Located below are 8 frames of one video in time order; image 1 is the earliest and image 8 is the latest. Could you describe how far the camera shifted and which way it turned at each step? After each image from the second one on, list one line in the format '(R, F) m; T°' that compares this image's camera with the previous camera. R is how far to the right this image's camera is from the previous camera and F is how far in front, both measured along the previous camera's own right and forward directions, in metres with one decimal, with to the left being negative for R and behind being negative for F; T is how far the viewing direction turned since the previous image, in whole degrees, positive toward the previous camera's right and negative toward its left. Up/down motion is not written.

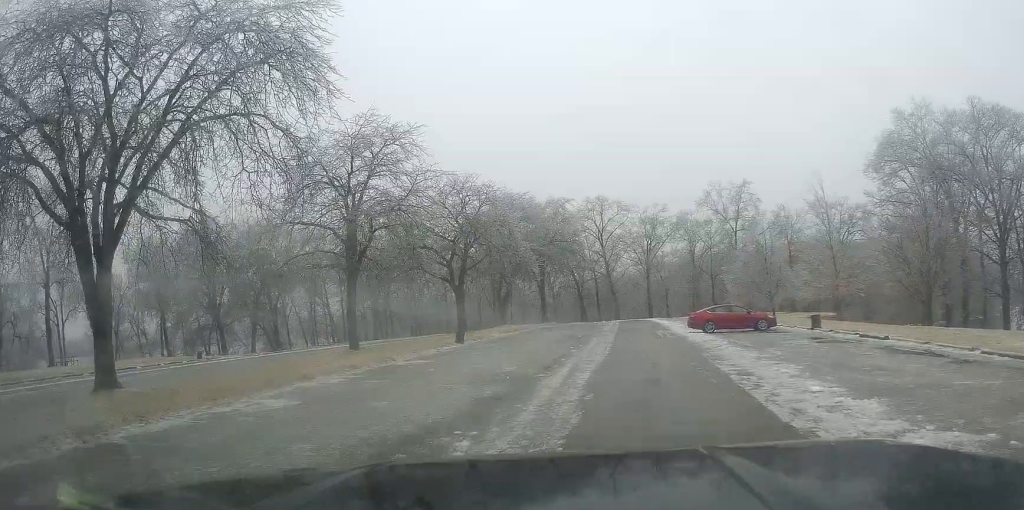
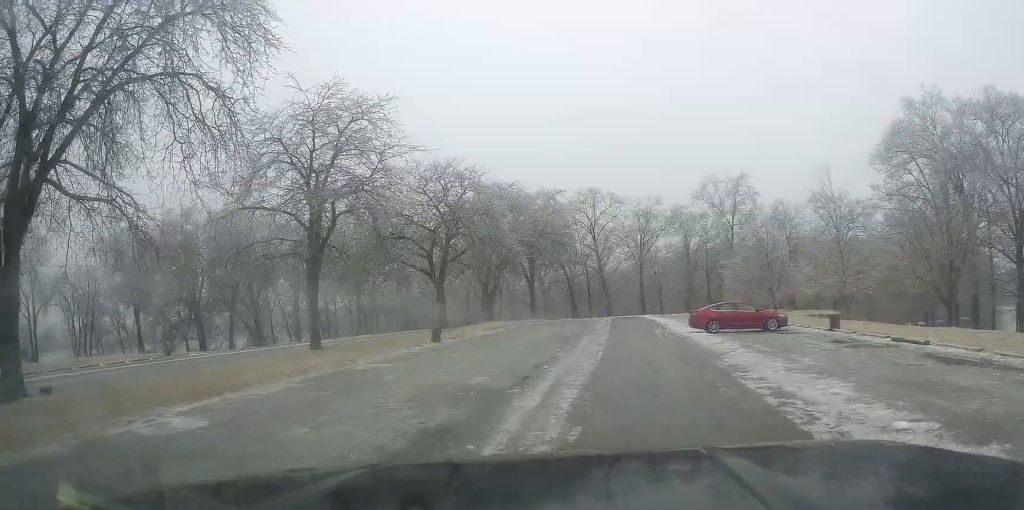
(-0.2, +3.6) m; -1°
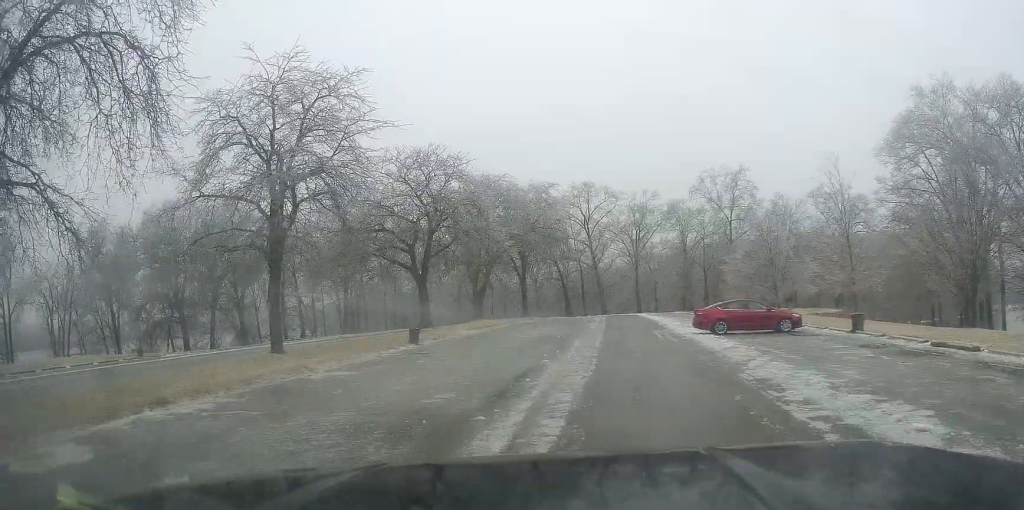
(-0.2, +3.2) m; -1°
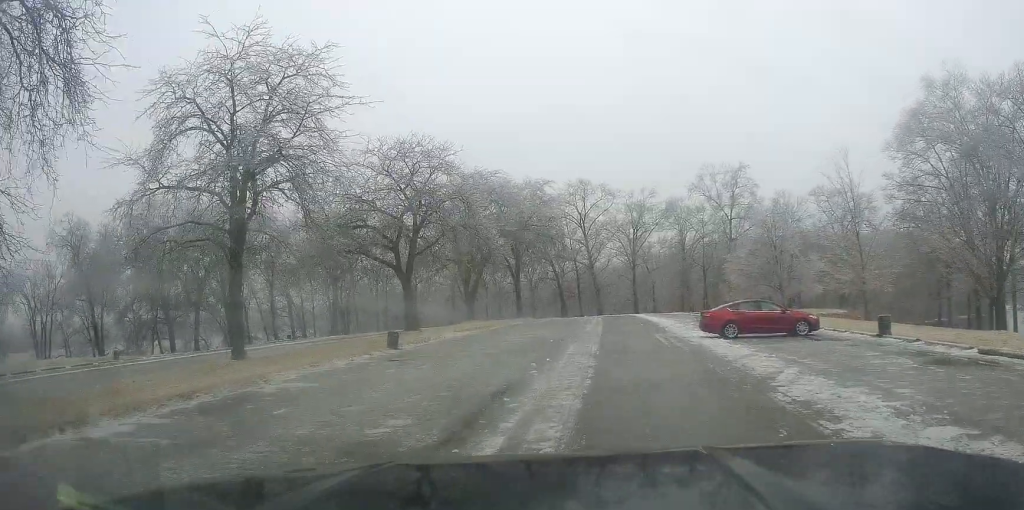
(+0.3, +2.6) m; -1°
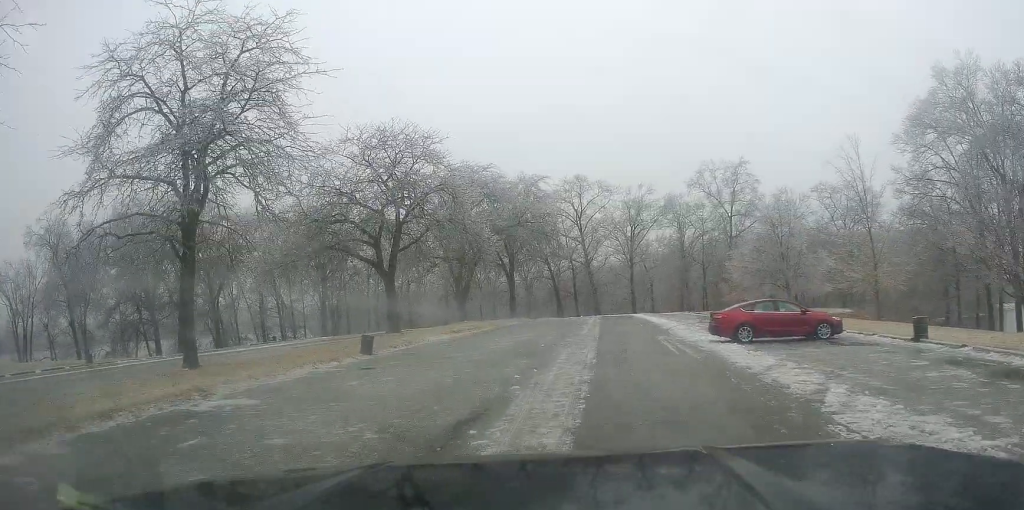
(0.0, +2.8) m; +1°
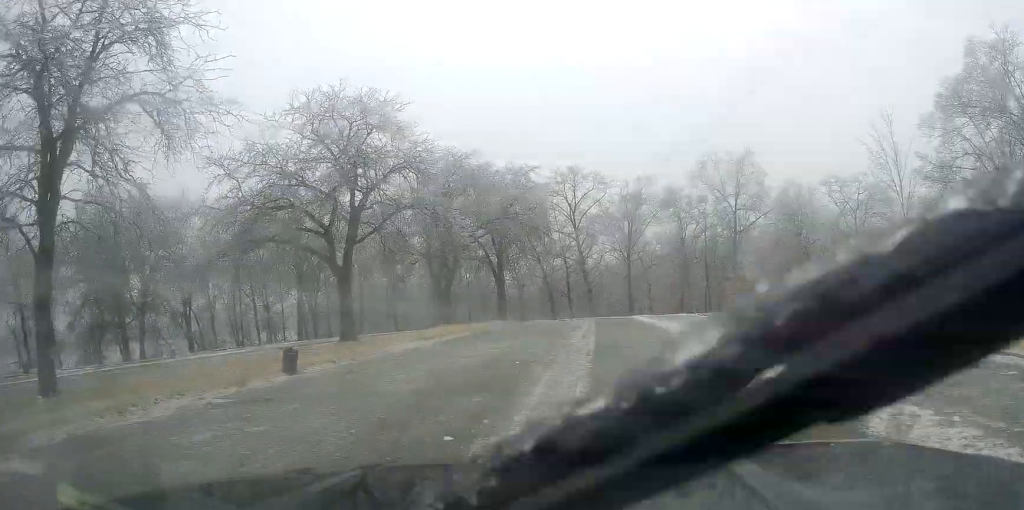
(+0.3, +6.4) m; +2°
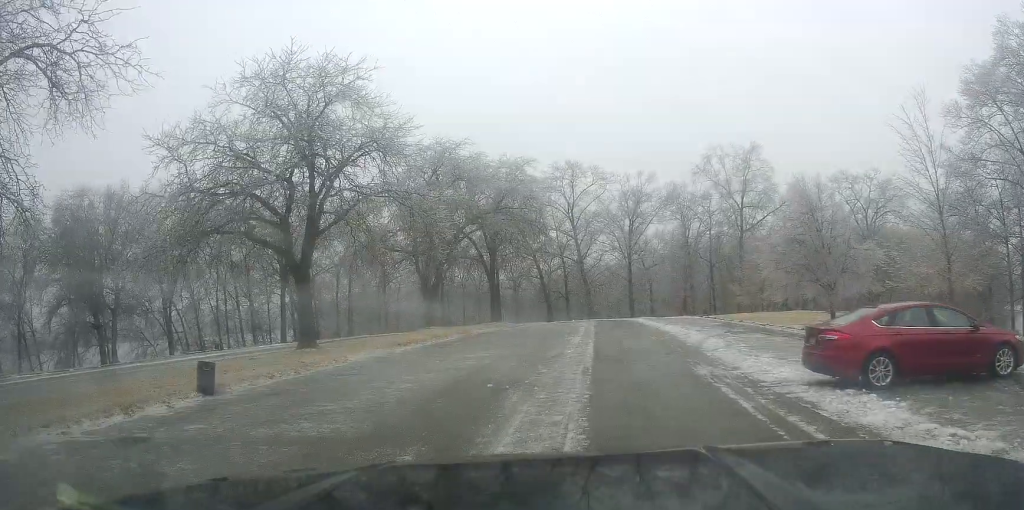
(-0.4, +4.6) m; 0°
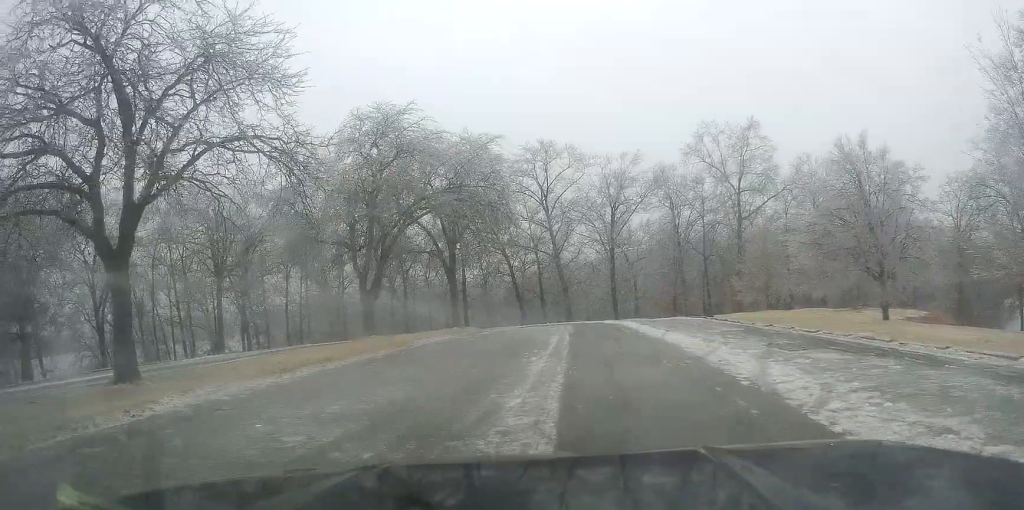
(-0.2, +10.6) m; -4°
